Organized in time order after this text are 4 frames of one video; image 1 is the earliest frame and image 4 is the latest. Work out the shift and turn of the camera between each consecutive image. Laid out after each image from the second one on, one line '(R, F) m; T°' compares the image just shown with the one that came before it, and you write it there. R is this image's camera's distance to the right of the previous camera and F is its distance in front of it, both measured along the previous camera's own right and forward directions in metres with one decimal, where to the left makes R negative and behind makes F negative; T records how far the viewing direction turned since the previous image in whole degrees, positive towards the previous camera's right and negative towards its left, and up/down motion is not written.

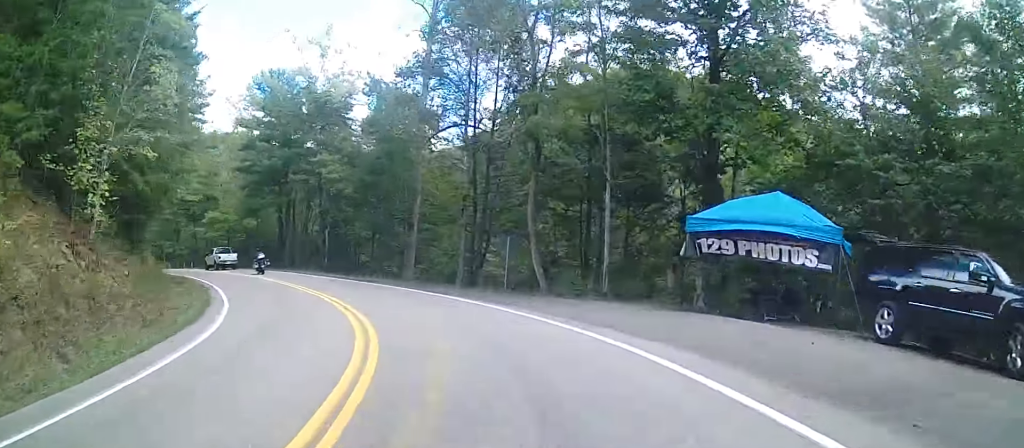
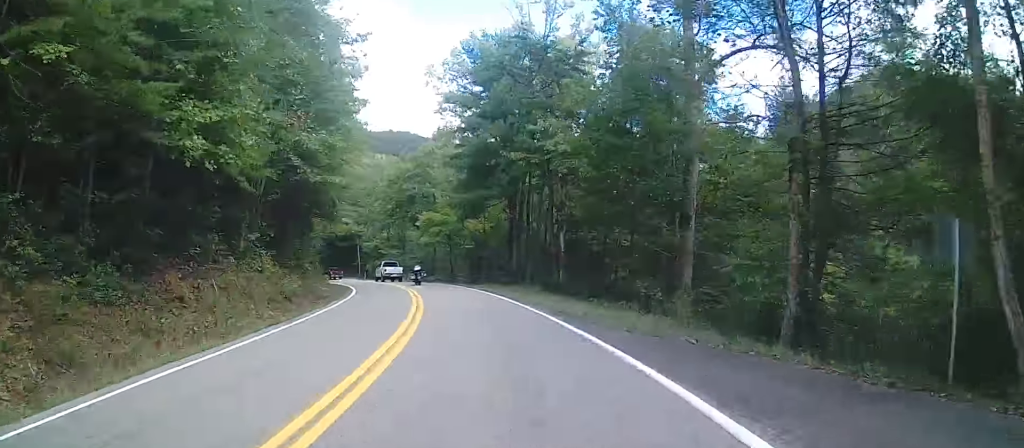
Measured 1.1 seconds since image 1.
(-0.7, +13.2) m; -7°
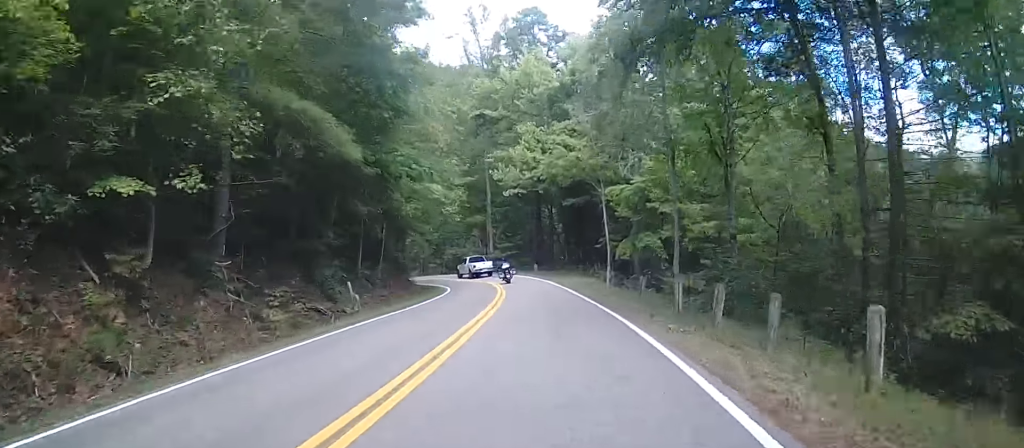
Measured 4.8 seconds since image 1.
(-15.3, +34.9) m; -61°
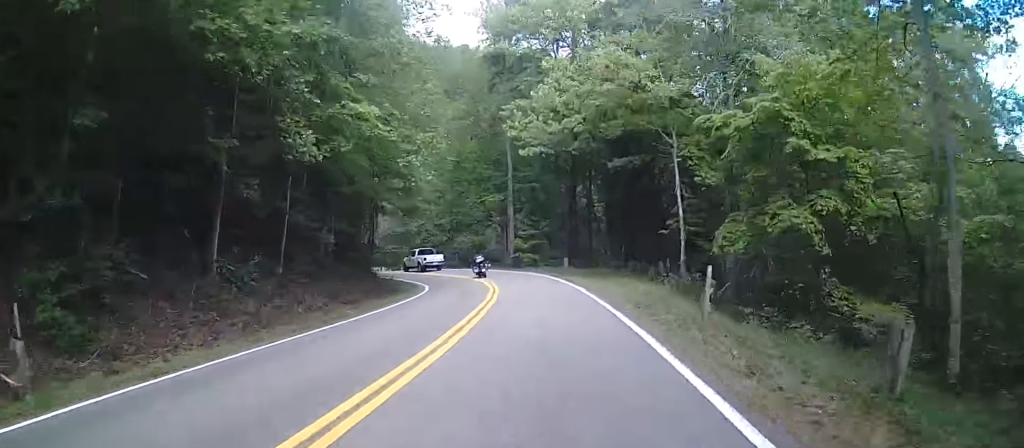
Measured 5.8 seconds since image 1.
(-2.5, +12.2) m; -16°
